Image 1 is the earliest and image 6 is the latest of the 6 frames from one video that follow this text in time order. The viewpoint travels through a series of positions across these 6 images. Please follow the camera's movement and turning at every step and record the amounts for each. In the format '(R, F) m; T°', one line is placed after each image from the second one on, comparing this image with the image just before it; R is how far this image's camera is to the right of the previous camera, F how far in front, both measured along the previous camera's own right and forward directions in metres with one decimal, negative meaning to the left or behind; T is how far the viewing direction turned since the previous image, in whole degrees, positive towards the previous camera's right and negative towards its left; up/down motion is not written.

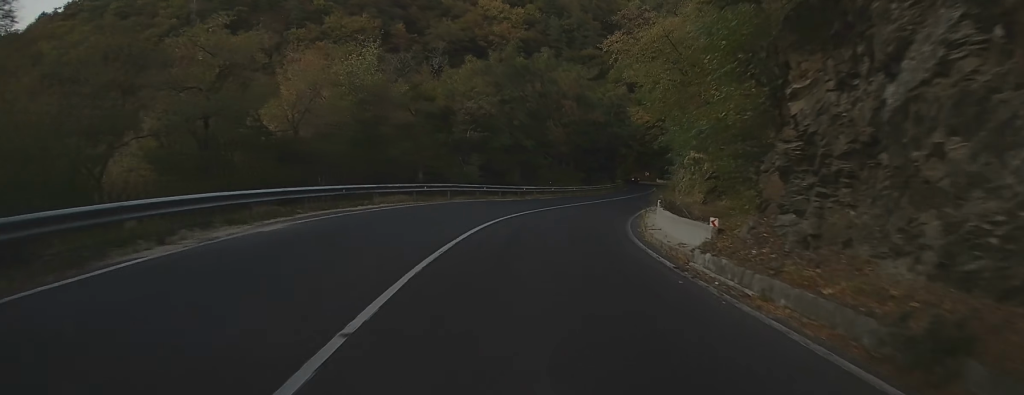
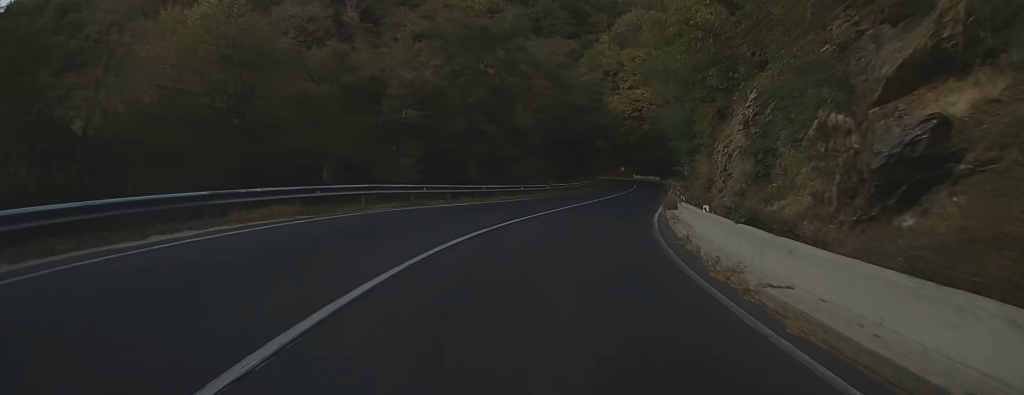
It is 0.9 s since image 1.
(+0.4, +11.7) m; +3°
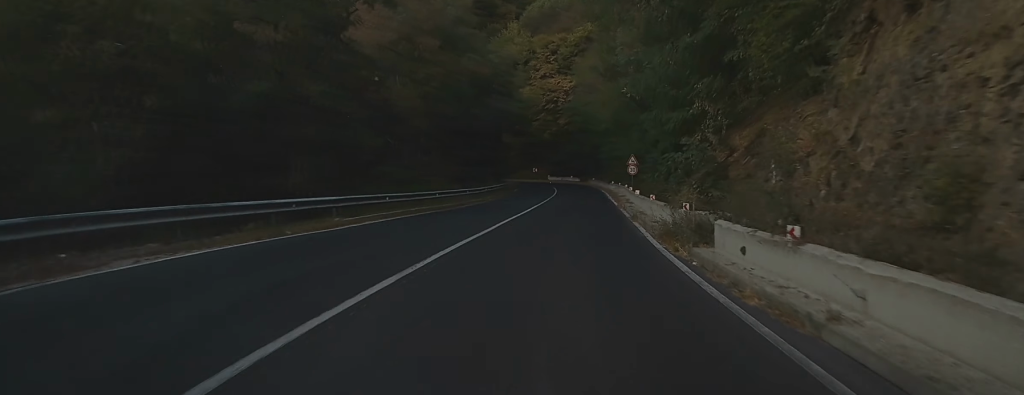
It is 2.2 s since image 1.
(+0.5, +16.4) m; +5°
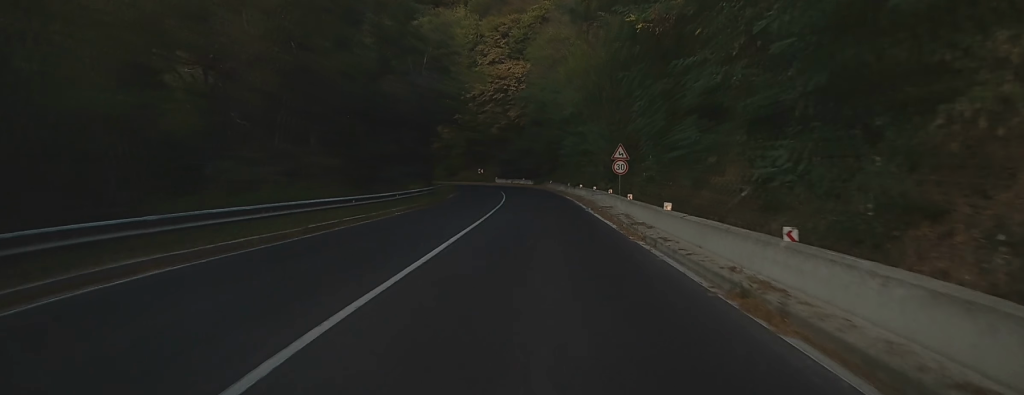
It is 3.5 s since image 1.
(+0.9, +15.9) m; +3°
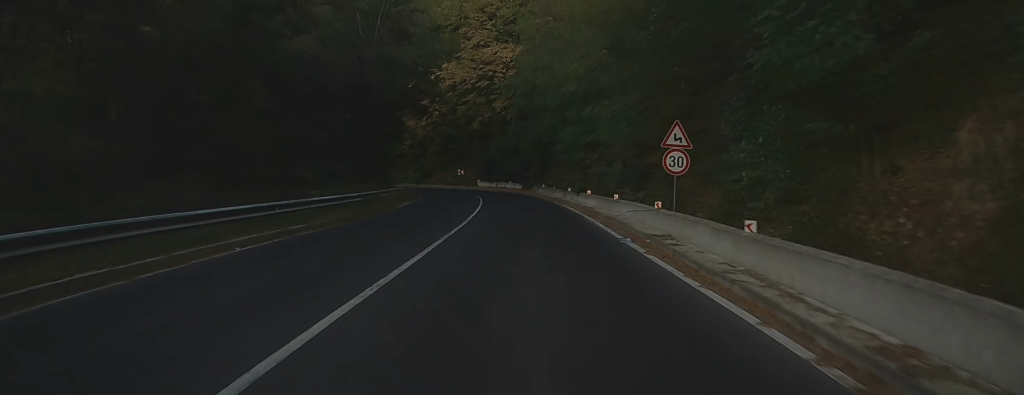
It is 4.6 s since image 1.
(-0.2, +14.1) m; 0°
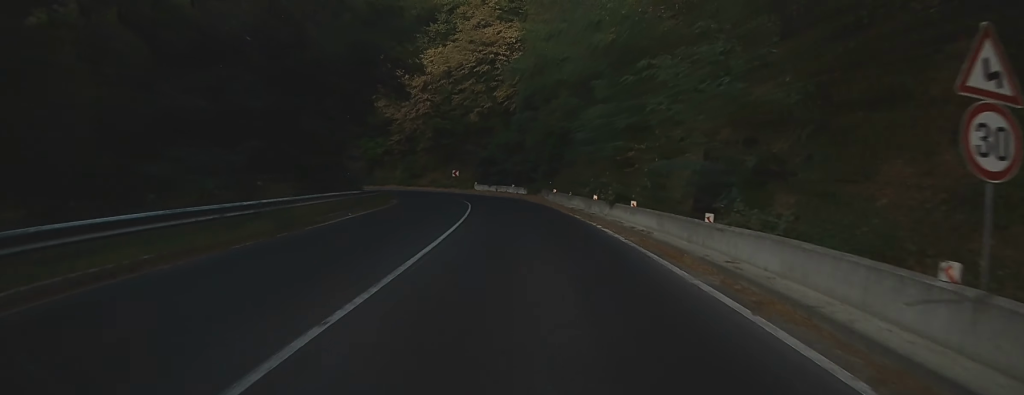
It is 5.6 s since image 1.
(+0.1, +12.8) m; 0°
